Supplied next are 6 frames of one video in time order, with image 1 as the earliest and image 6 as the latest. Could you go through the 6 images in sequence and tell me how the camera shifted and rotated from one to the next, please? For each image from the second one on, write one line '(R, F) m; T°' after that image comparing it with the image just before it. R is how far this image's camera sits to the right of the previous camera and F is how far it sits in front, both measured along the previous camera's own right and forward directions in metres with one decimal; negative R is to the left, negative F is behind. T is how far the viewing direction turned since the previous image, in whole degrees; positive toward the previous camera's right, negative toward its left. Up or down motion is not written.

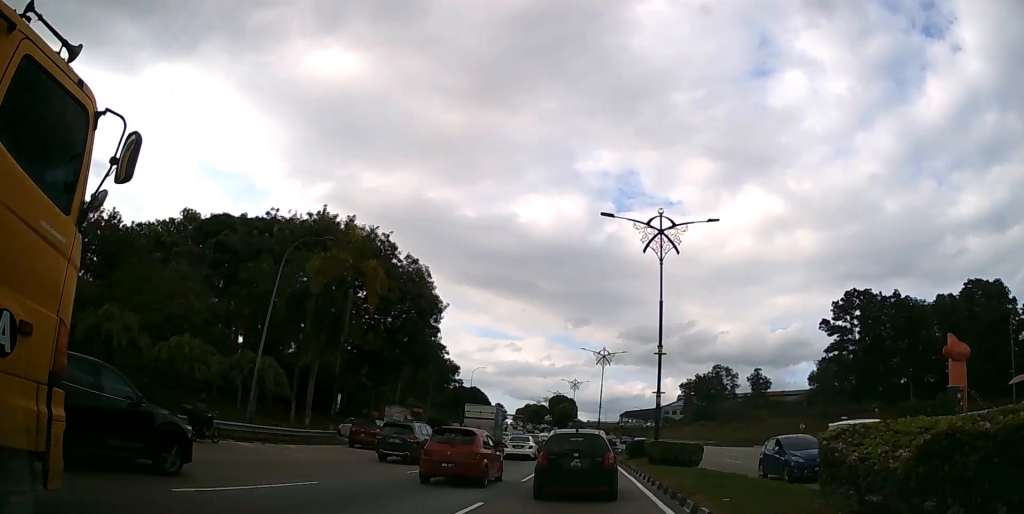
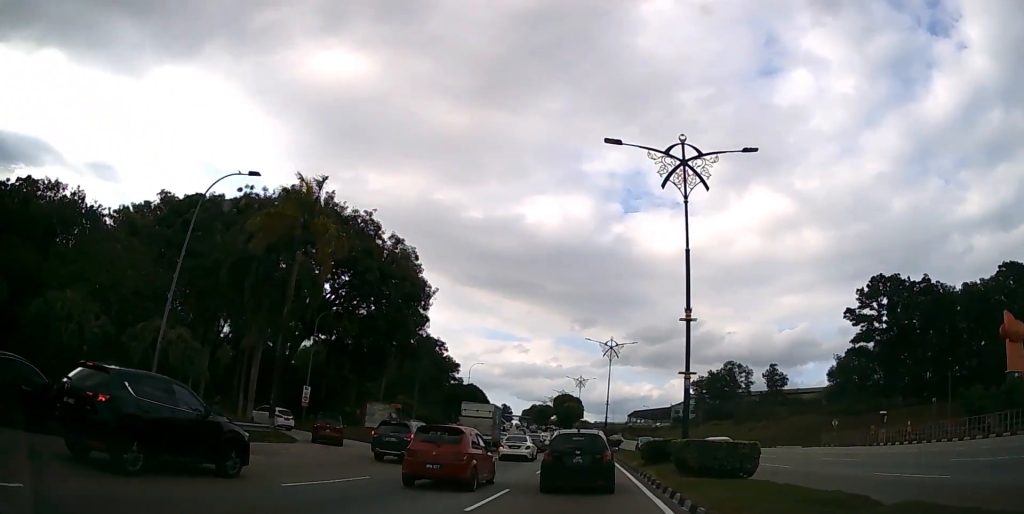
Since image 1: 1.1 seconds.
(0.0, +7.5) m; 0°
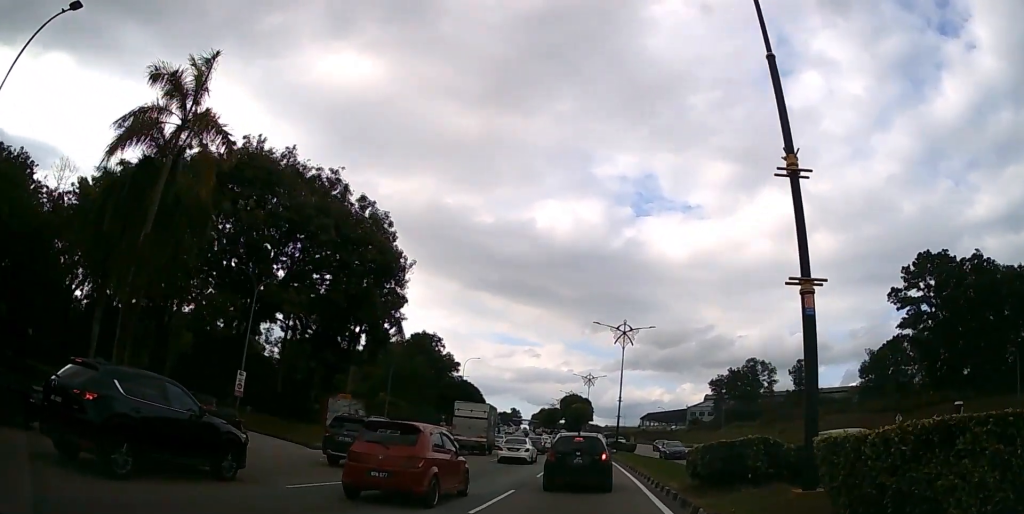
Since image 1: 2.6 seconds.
(0.0, +10.9) m; -1°
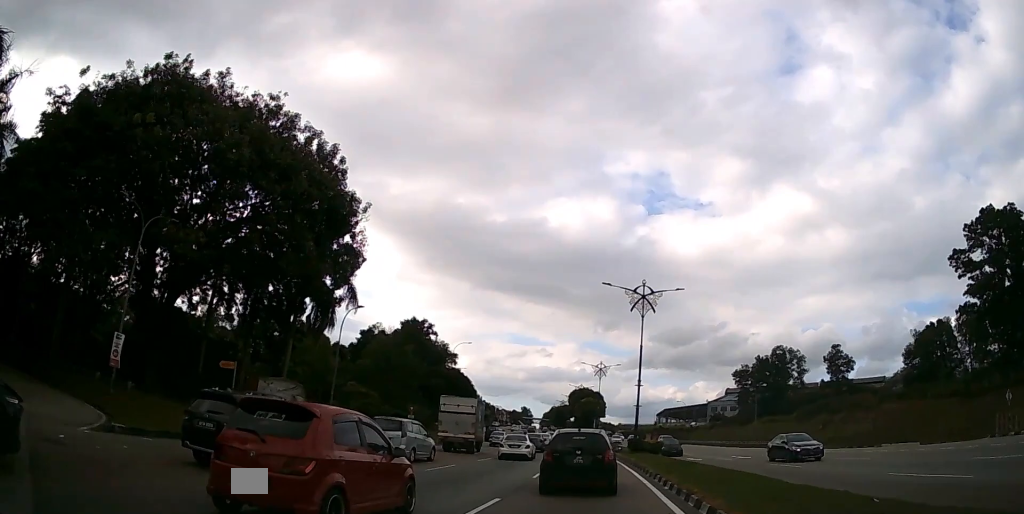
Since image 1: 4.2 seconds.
(-0.2, +13.4) m; -2°
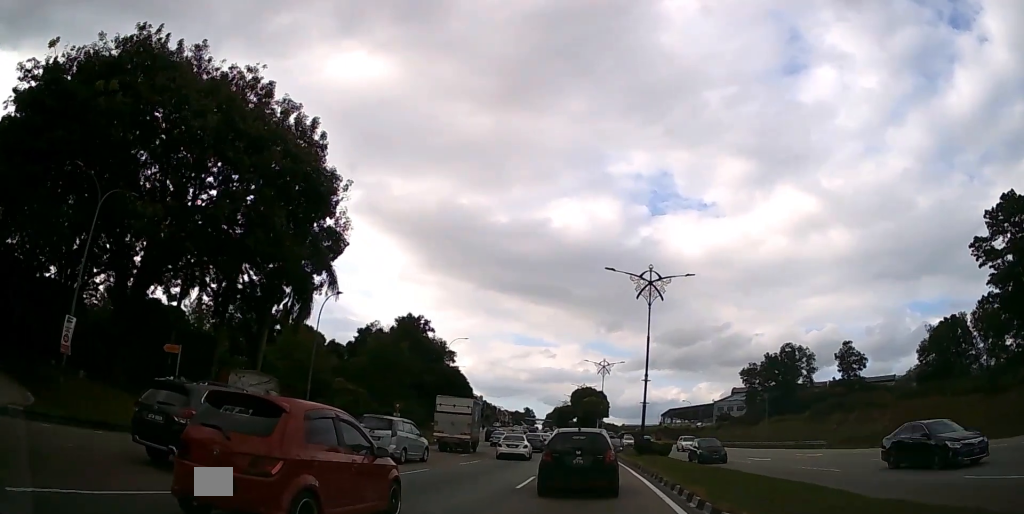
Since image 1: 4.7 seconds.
(0.0, +4.2) m; 0°
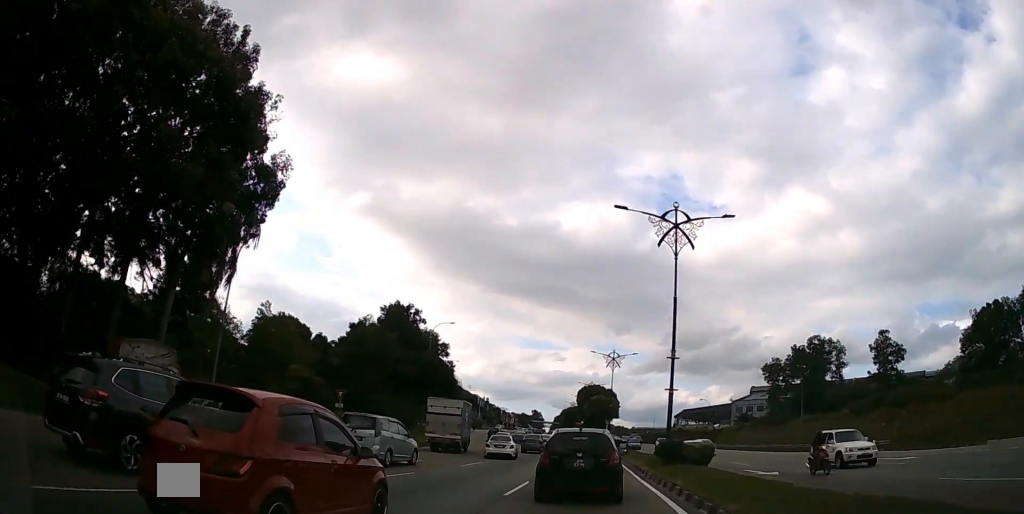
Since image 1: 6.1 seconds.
(-0.1, +10.7) m; -1°
